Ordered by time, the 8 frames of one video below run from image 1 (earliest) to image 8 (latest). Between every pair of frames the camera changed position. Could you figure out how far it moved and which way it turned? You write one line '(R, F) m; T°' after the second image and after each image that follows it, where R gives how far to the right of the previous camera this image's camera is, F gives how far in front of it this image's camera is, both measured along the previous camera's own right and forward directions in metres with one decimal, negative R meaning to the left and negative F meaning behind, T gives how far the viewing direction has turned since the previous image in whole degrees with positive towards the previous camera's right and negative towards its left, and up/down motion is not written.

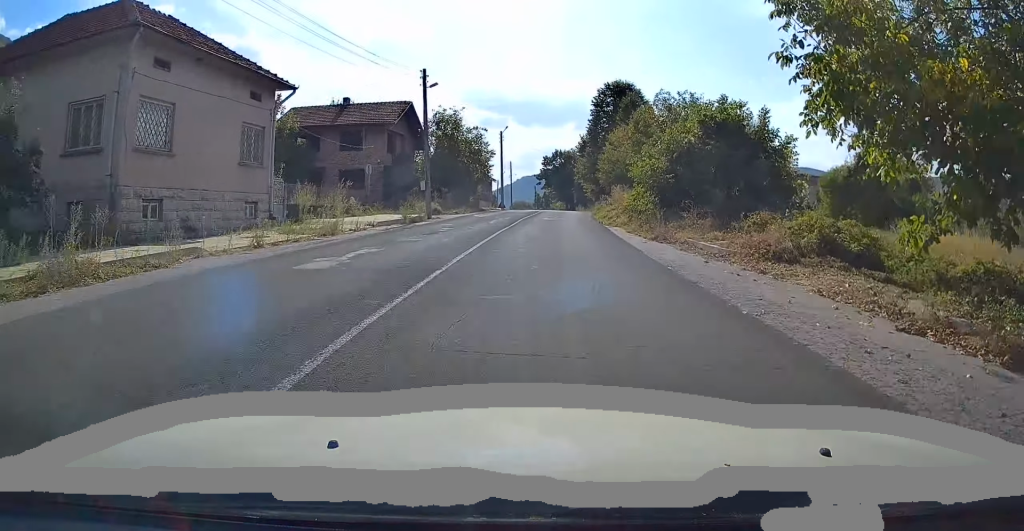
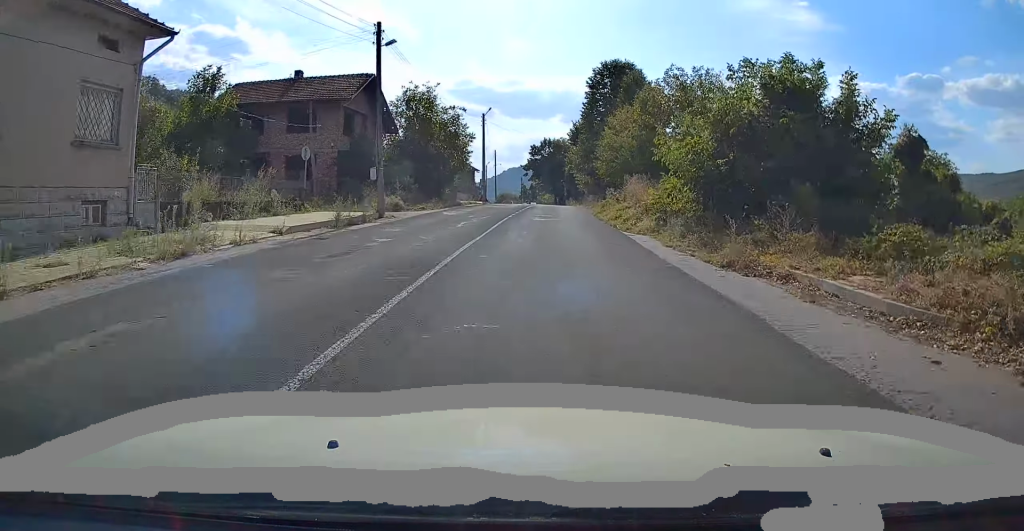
(-0.1, +8.8) m; +1°
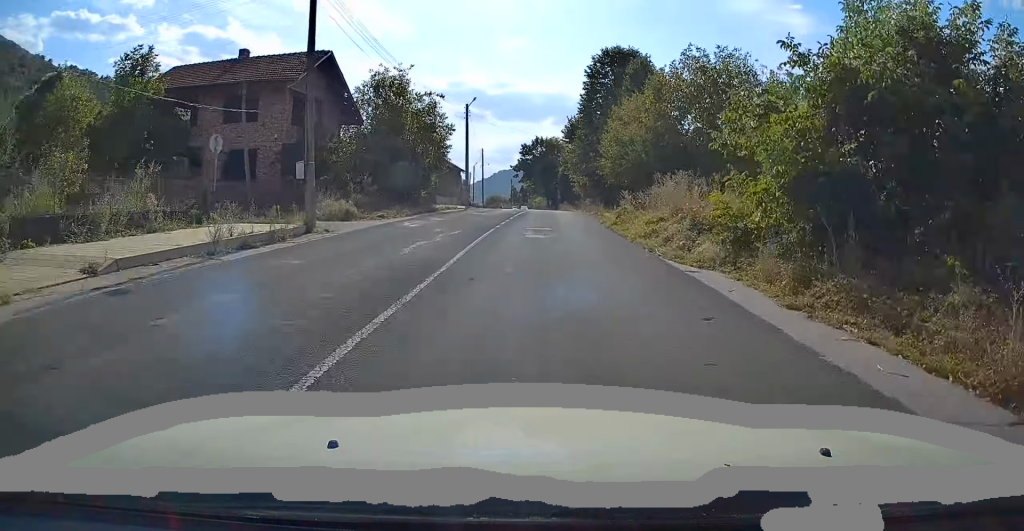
(+0.4, +7.9) m; +1°
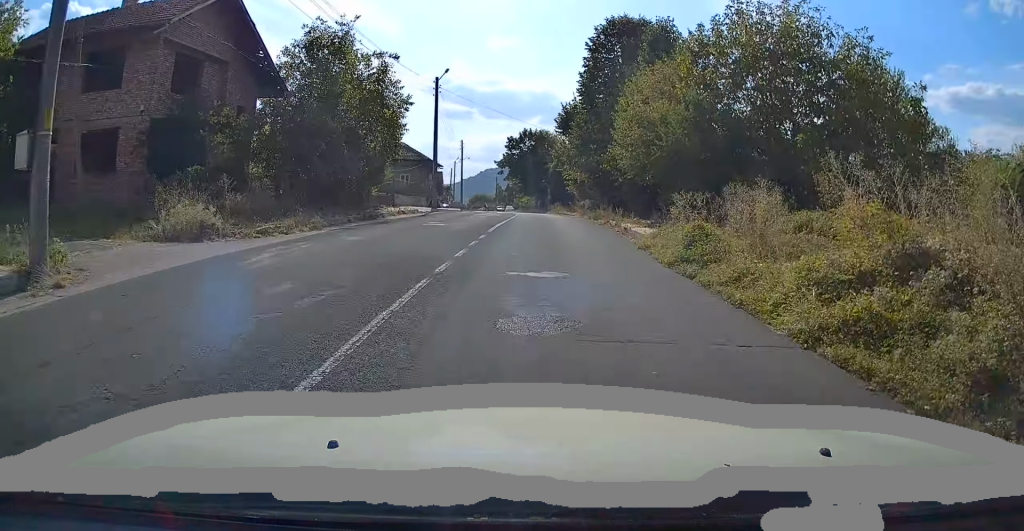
(+0.2, +11.0) m; +1°
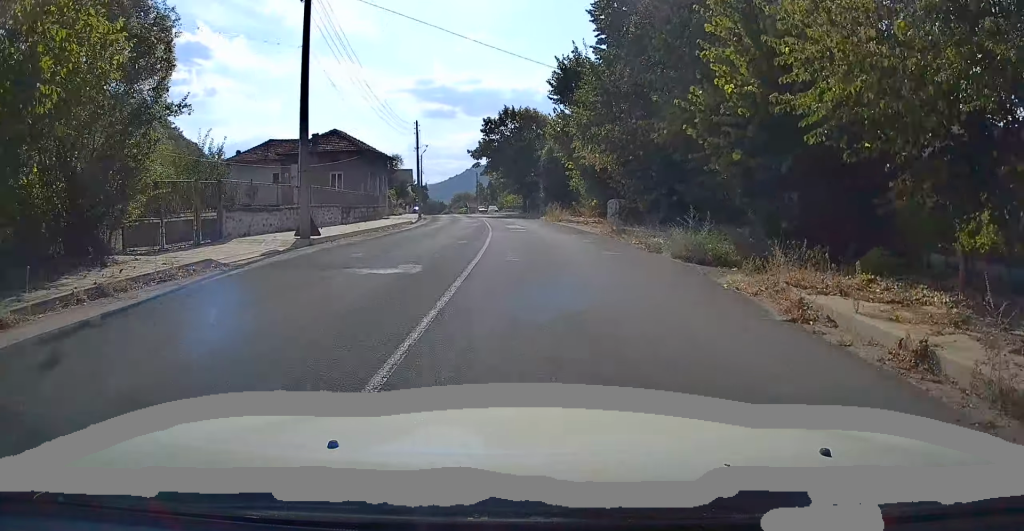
(-0.1, +20.6) m; 0°
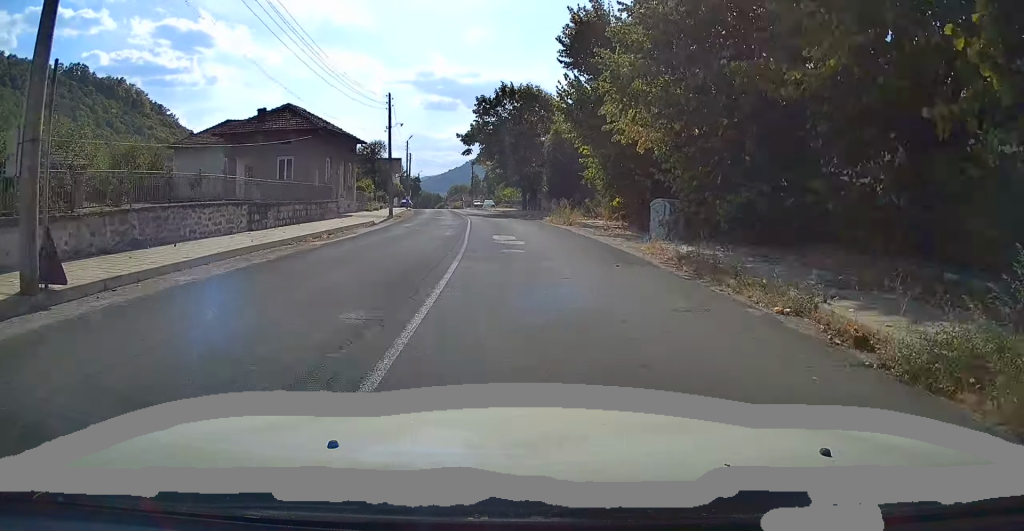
(0.0, +10.7) m; -1°
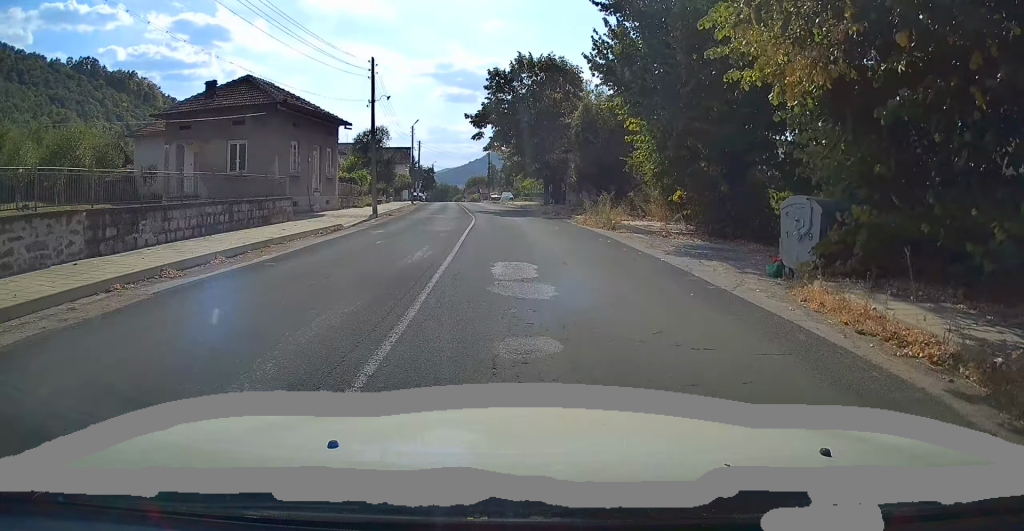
(-0.1, +9.2) m; -2°
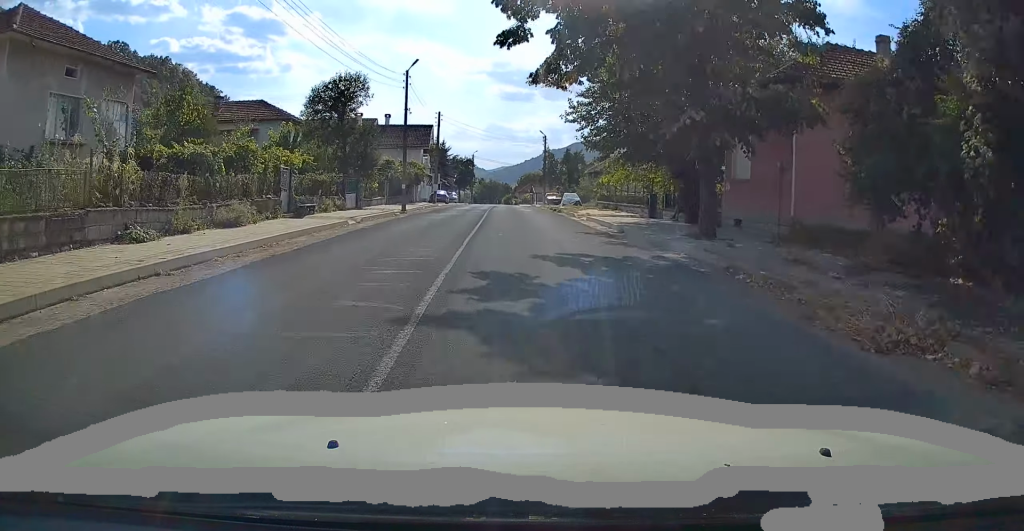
(-0.2, +30.4) m; -2°
